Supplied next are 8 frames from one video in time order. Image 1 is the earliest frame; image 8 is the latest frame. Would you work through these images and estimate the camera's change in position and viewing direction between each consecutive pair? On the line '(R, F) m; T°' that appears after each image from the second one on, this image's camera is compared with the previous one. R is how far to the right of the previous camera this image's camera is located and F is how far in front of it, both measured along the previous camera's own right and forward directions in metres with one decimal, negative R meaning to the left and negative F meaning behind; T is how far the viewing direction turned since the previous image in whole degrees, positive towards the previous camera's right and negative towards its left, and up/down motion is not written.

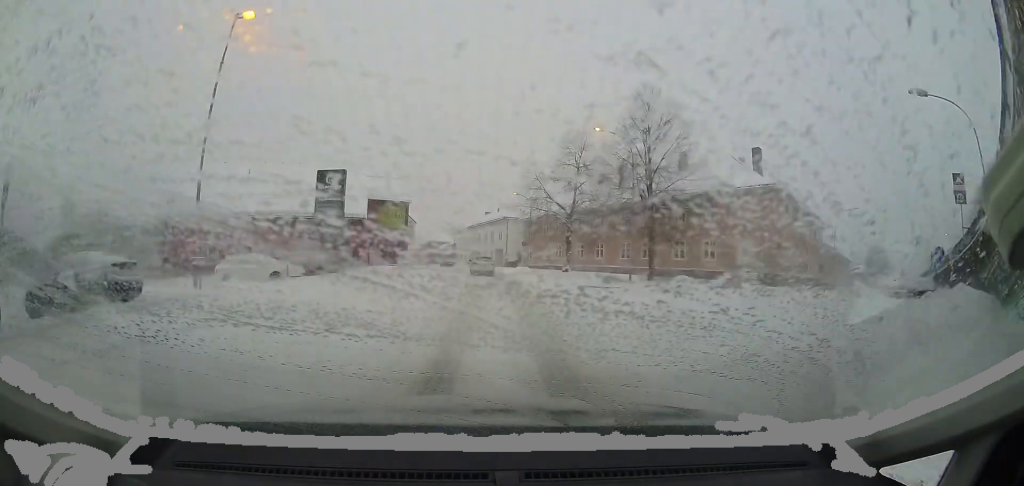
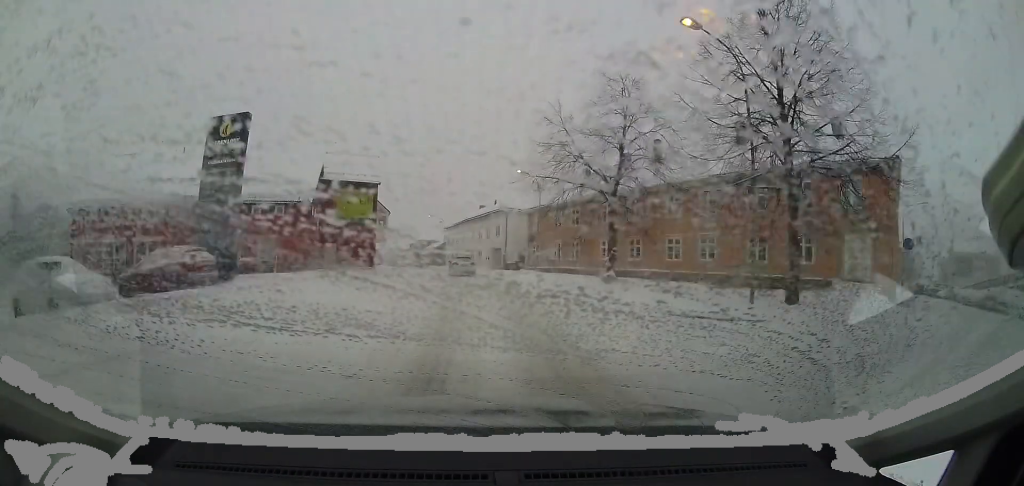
(+0.8, +9.1) m; +3°
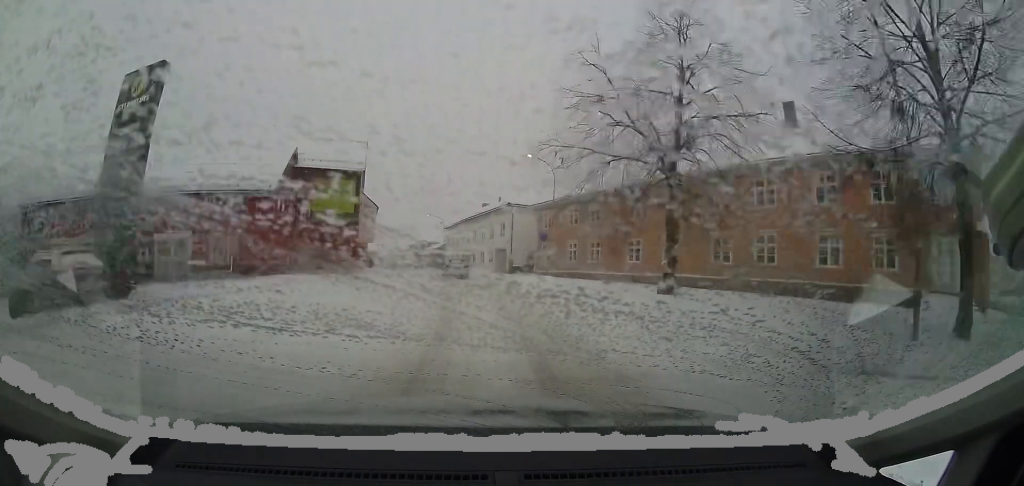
(-0.2, +4.7) m; -1°
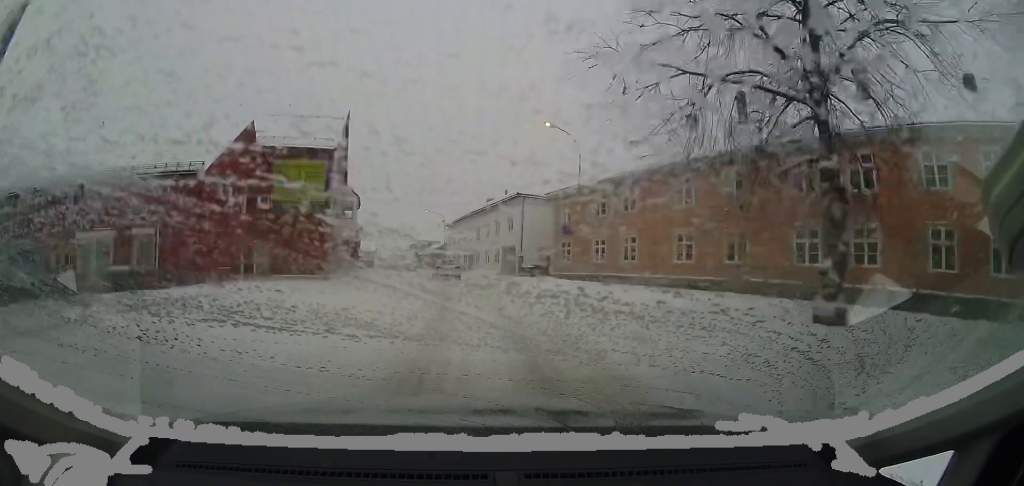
(+0.1, +5.4) m; +1°
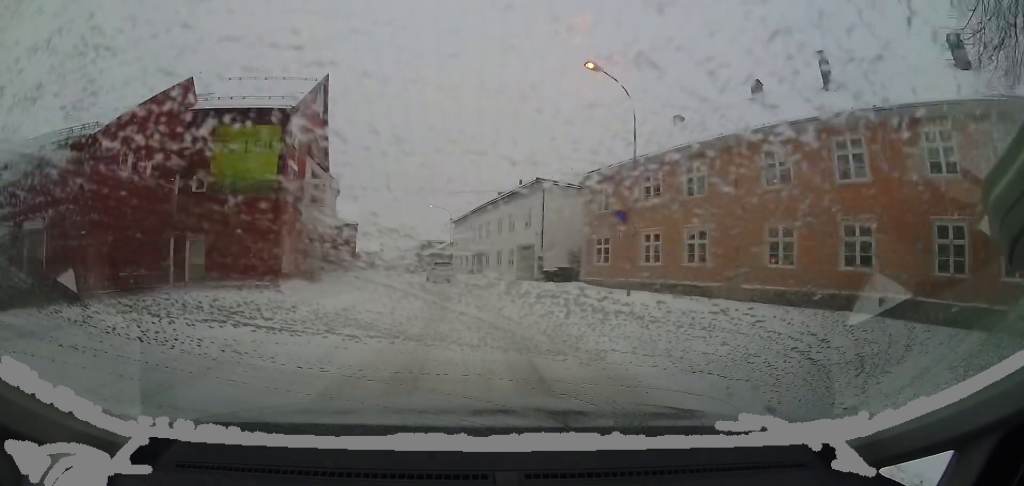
(+0.1, +5.8) m; -1°
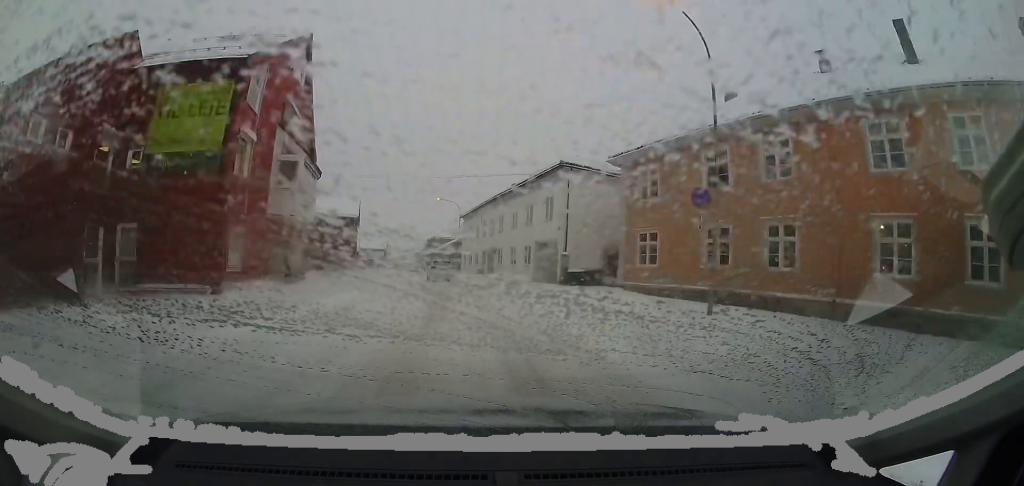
(+0.1, +4.2) m; -3°
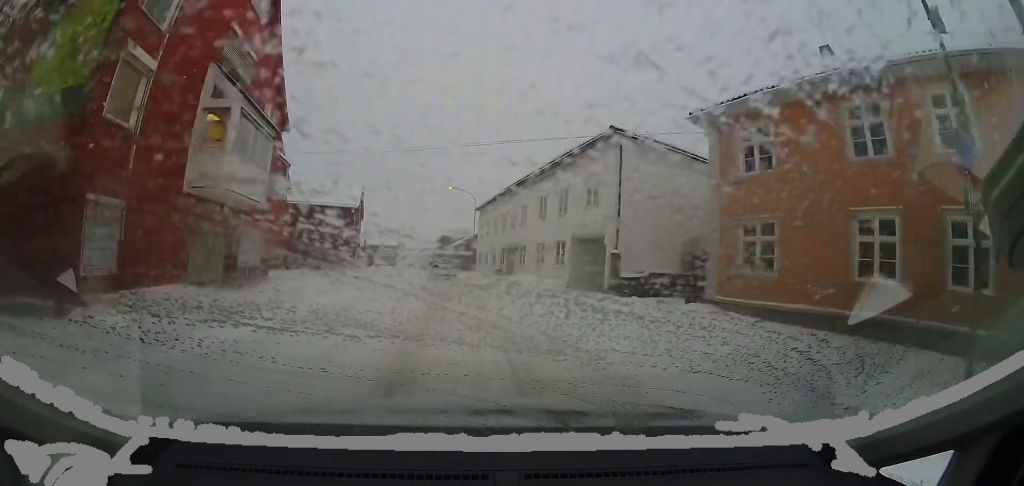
(-0.3, +5.7) m; -3°
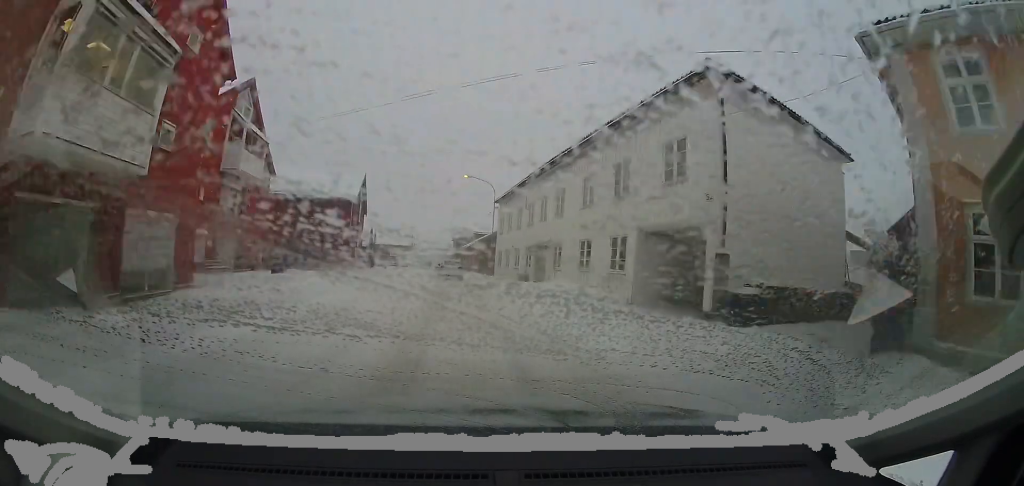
(-0.4, +6.1) m; -2°
